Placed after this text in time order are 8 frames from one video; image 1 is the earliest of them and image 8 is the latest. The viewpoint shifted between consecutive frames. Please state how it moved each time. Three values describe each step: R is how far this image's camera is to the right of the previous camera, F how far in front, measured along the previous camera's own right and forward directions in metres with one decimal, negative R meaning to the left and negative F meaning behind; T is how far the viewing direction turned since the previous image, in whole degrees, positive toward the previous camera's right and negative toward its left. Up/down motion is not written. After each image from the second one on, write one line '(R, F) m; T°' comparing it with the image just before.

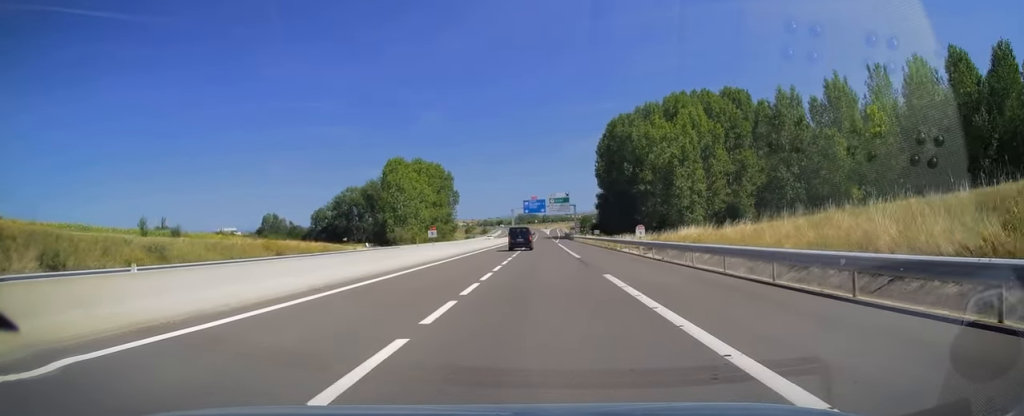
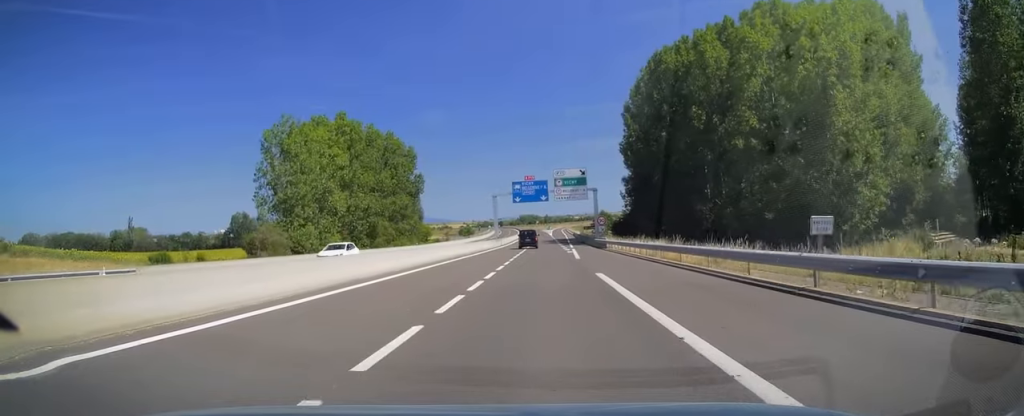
(0.0, +50.8) m; 0°
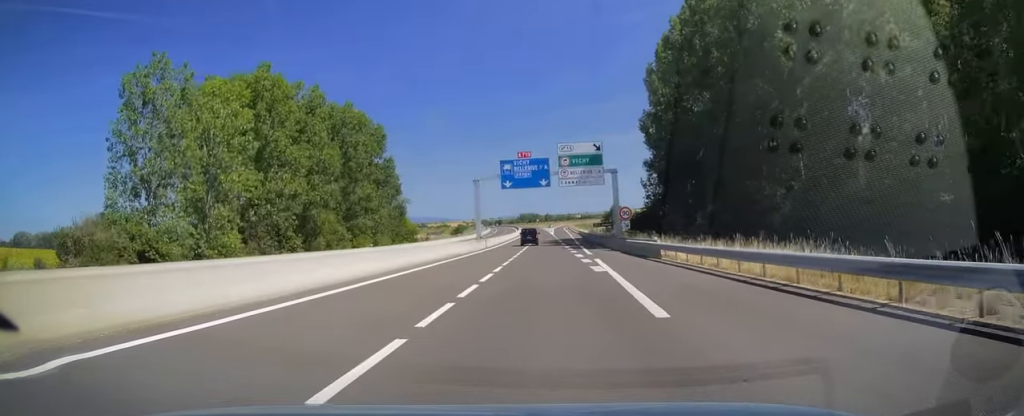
(0.0, +23.2) m; 0°
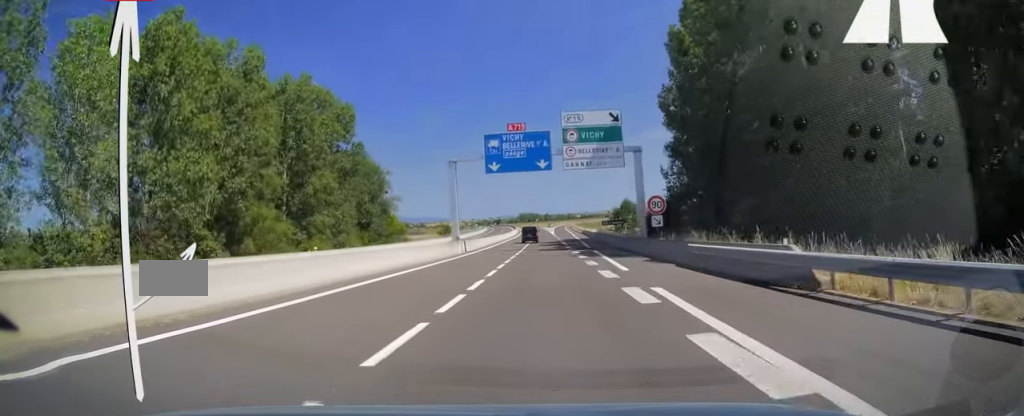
(+0.1, +15.8) m; 0°
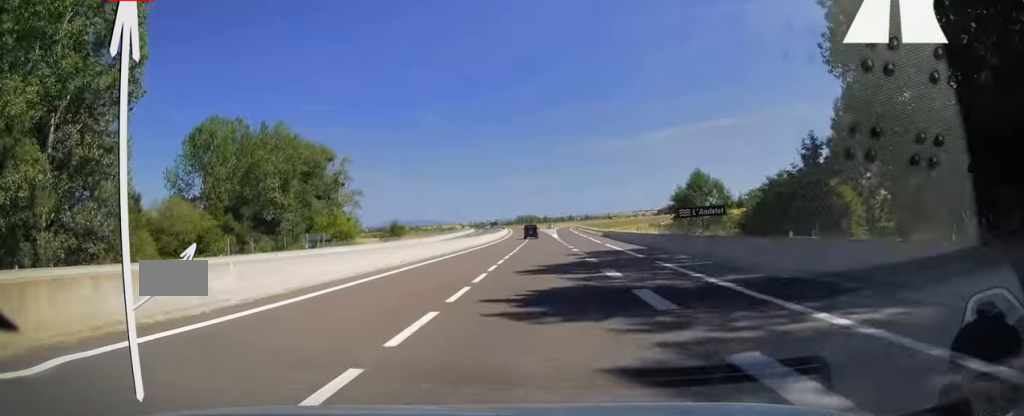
(-0.4, +46.7) m; -1°
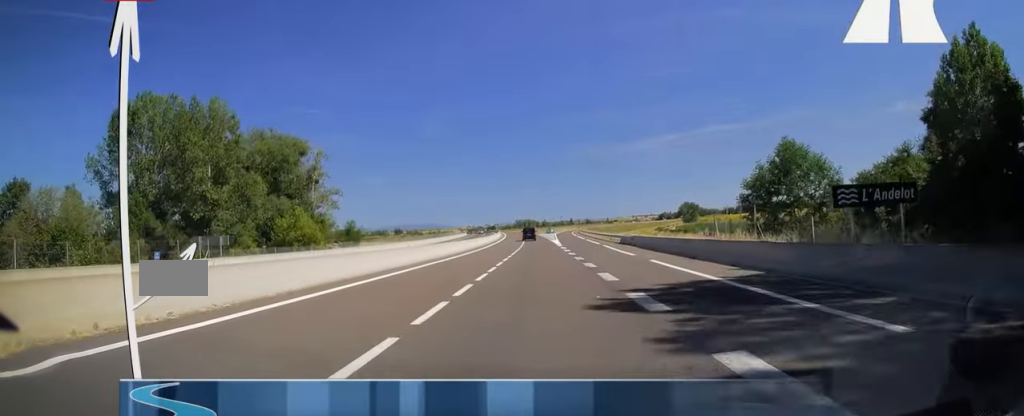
(0.0, +19.6) m; 0°
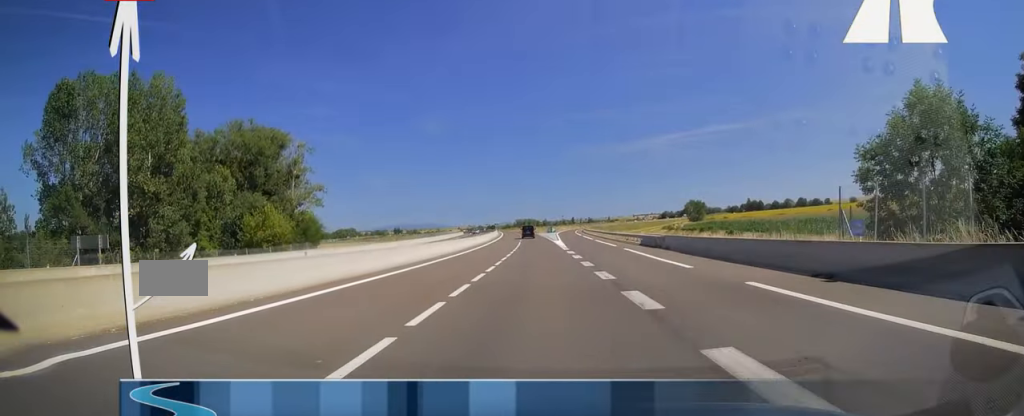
(0.0, +12.7) m; 0°
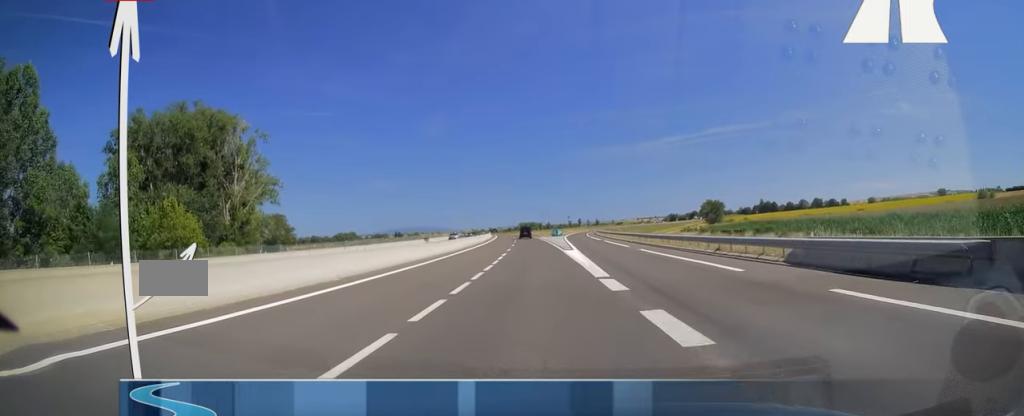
(0.0, +28.8) m; 0°
